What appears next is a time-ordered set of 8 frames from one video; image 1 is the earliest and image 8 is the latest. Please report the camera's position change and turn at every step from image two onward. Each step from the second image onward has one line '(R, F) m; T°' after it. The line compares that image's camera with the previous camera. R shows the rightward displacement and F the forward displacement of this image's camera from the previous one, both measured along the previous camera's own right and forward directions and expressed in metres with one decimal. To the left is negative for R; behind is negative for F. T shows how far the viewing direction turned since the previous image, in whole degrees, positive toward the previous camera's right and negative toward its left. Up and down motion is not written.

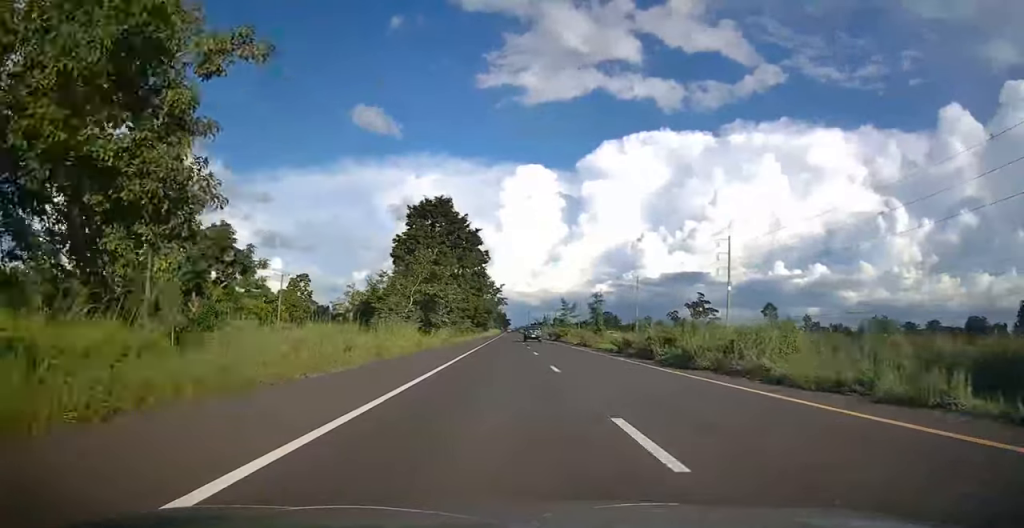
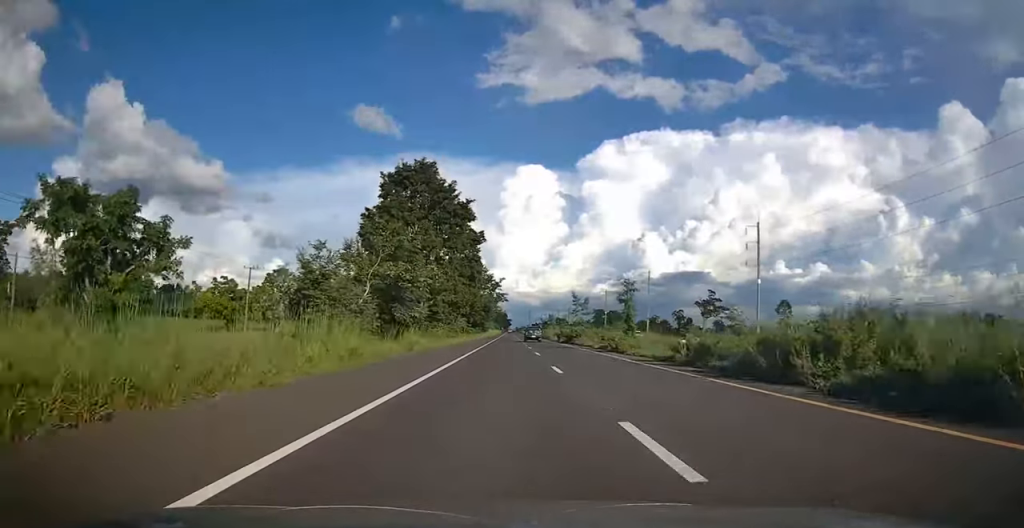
(0.0, +12.4) m; 0°
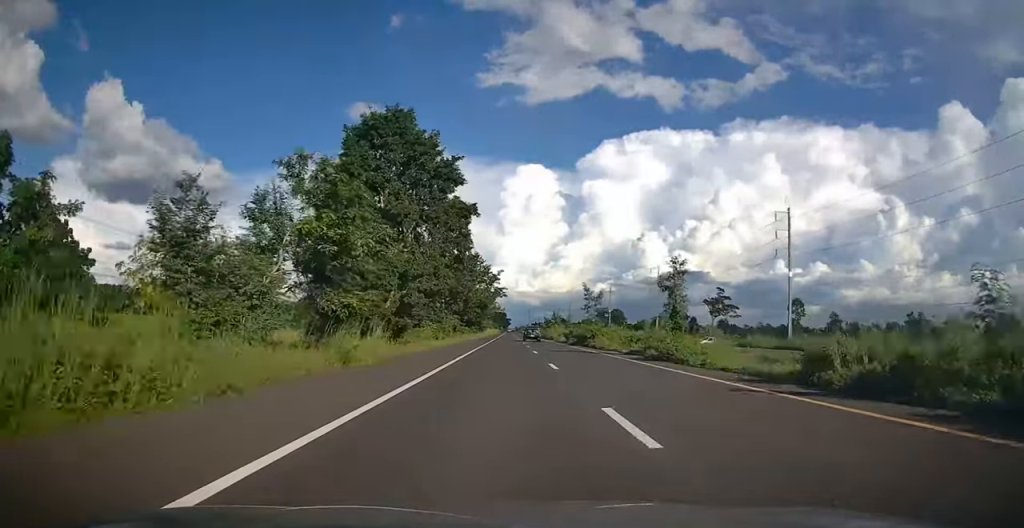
(0.0, +10.7) m; 0°
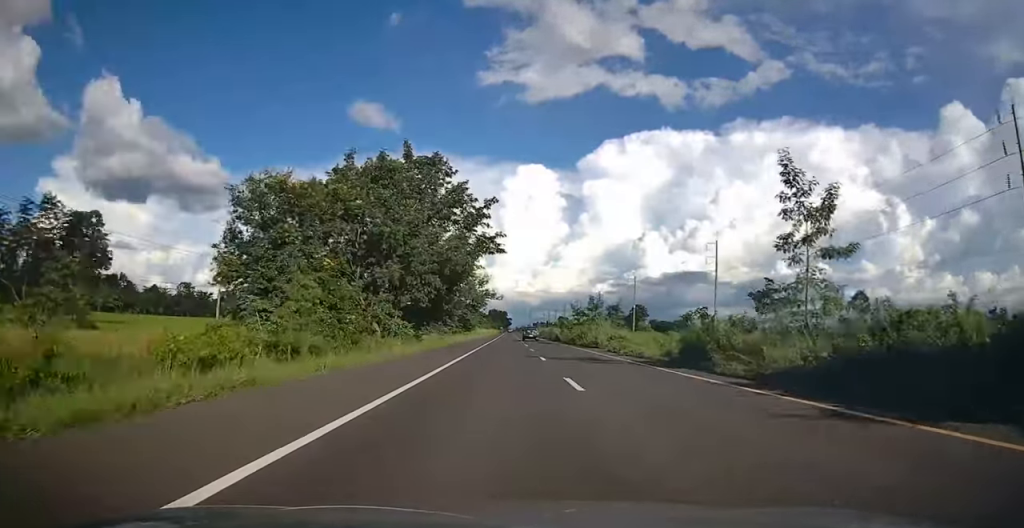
(-0.1, +42.3) m; 0°
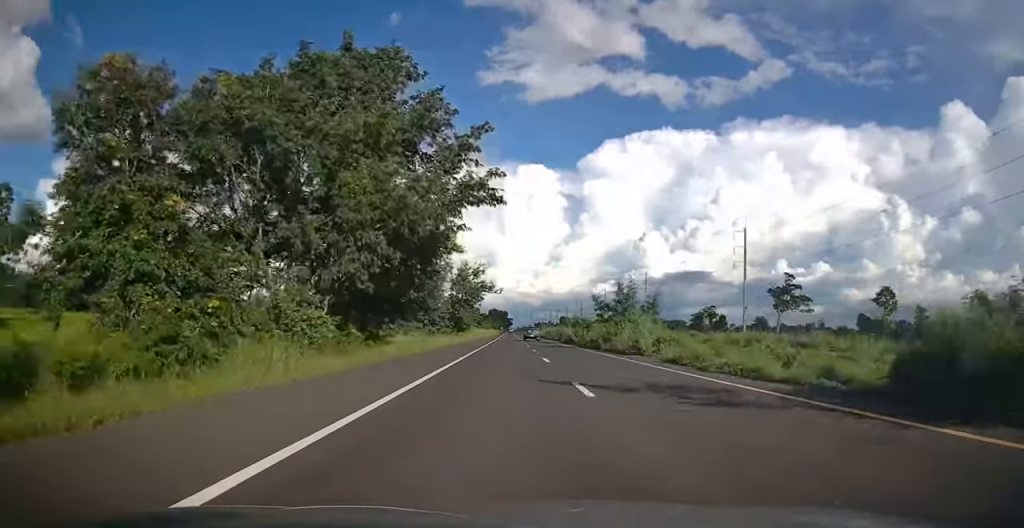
(0.0, +13.2) m; 0°
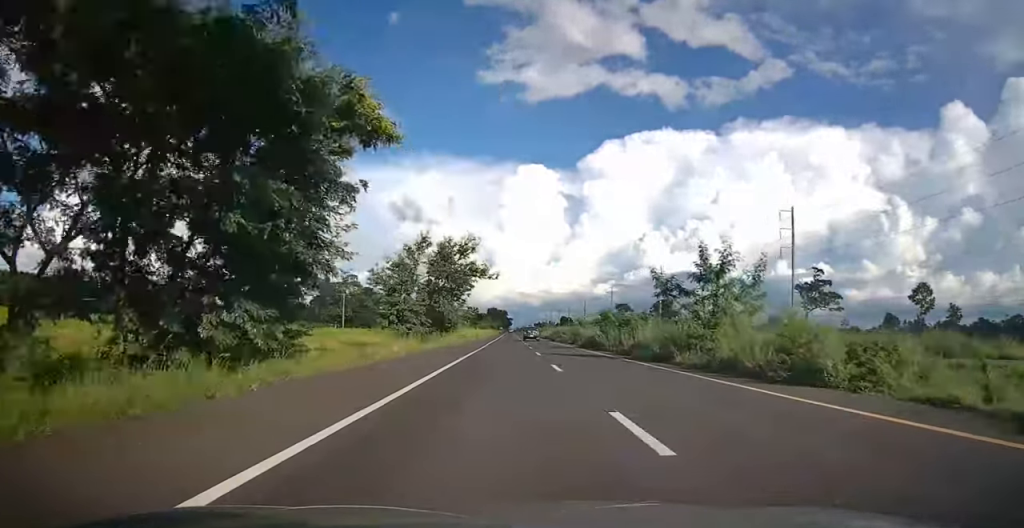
(-0.1, +17.0) m; 0°
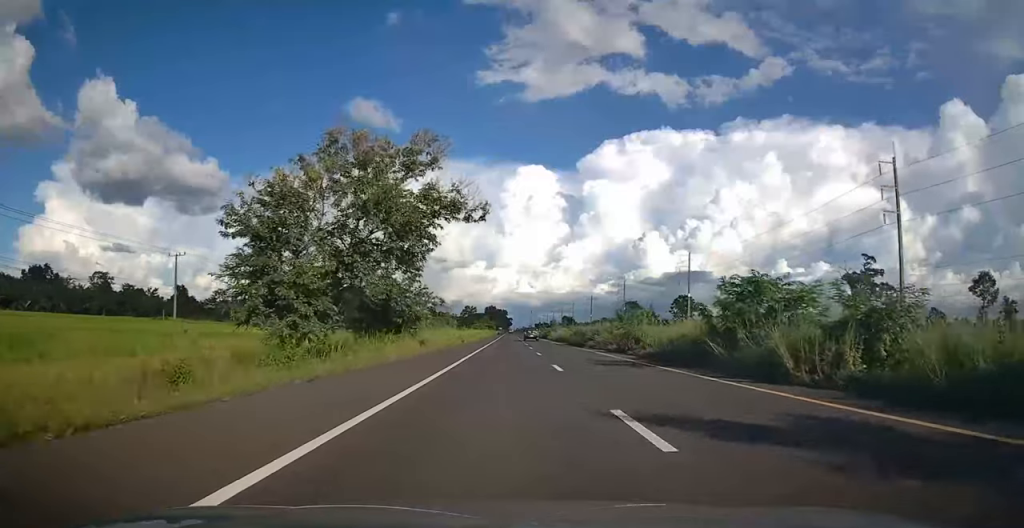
(+0.1, +24.0) m; 0°
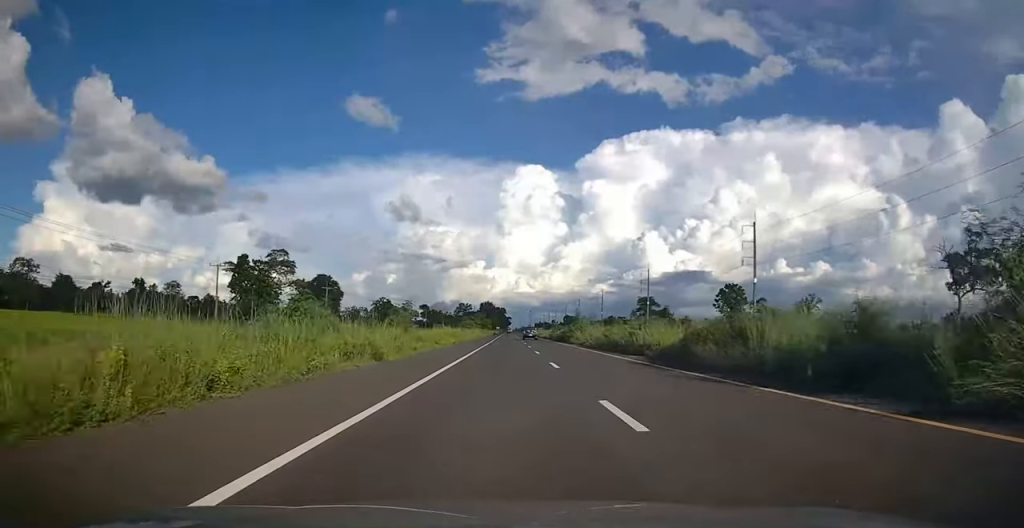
(-0.1, +34.5) m; 0°
